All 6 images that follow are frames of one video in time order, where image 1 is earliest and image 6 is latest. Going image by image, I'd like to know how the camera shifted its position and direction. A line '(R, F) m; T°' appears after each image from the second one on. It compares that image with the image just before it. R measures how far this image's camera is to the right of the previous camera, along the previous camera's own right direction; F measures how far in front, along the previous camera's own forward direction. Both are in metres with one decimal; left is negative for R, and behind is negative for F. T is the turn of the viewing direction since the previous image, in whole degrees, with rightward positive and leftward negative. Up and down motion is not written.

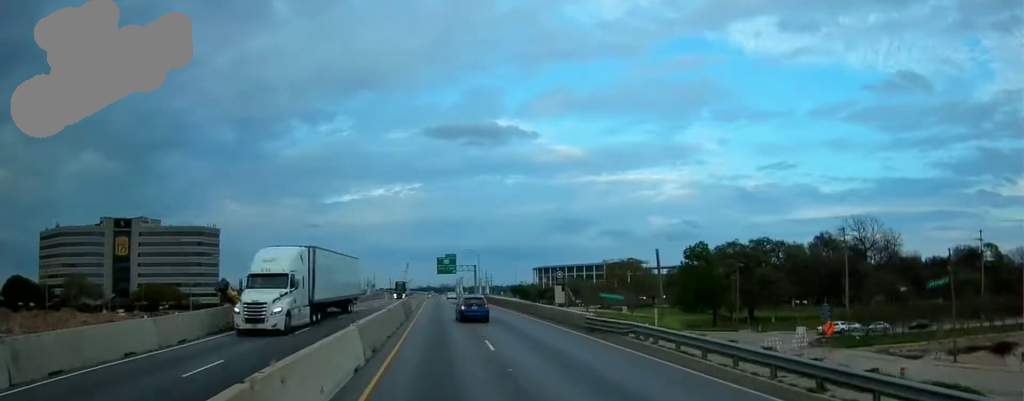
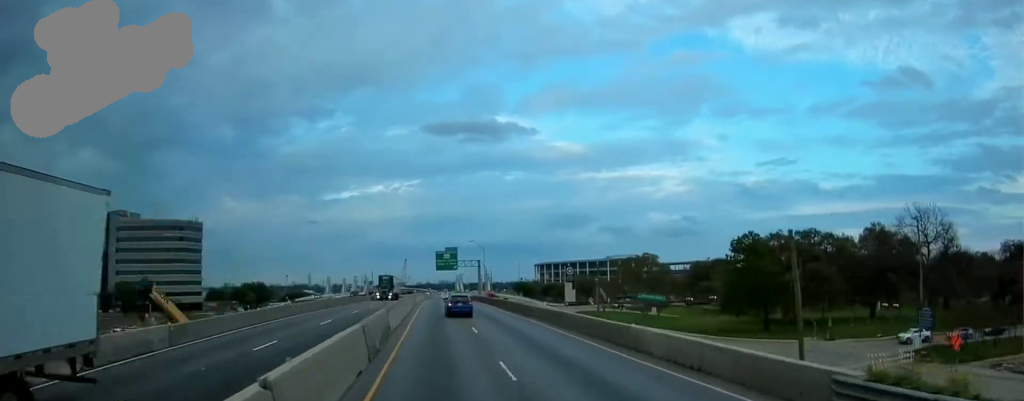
(0.0, +18.5) m; 0°
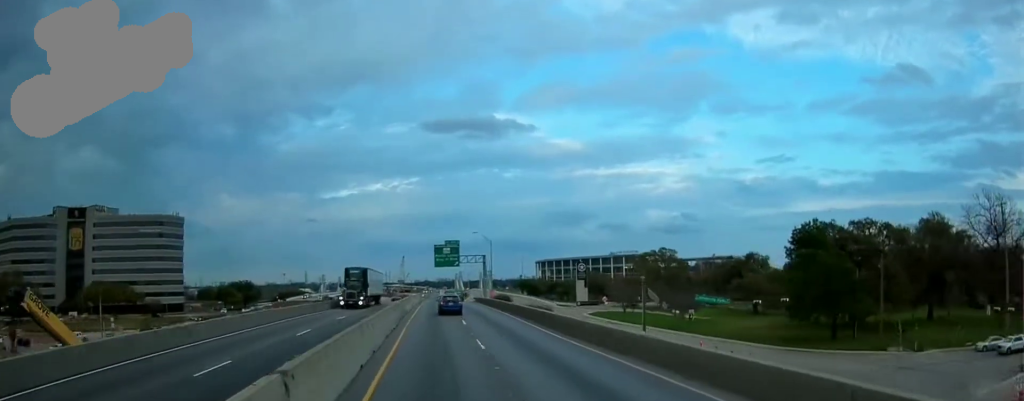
(0.0, +17.5) m; 0°
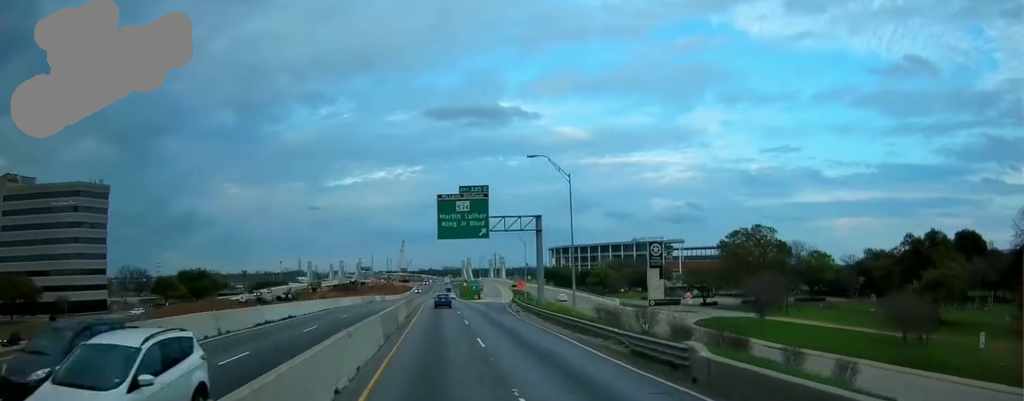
(+0.3, +58.7) m; +2°
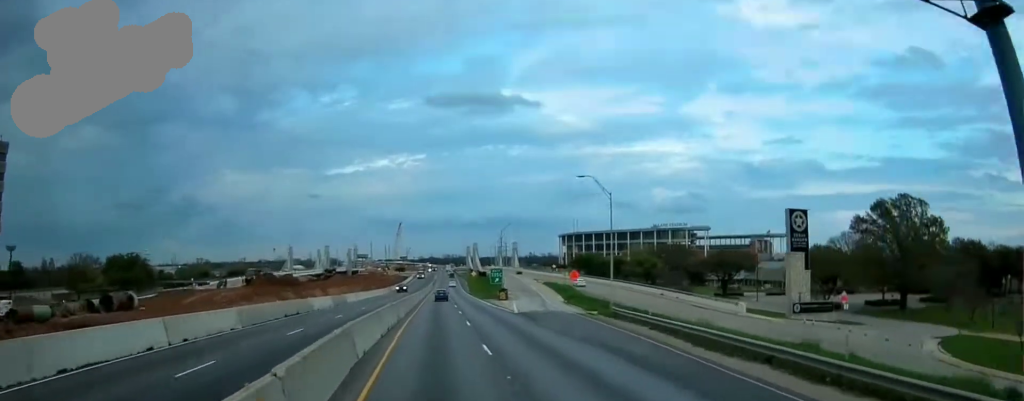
(+1.1, +50.3) m; +1°
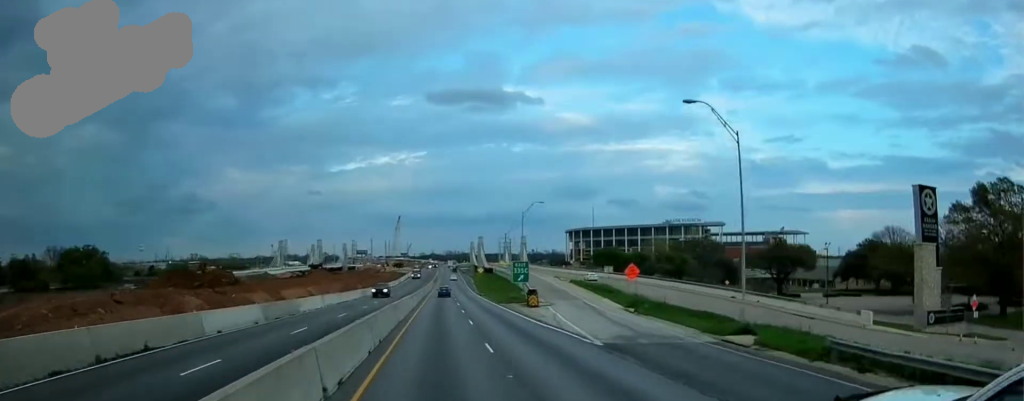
(-0.3, +23.6) m; -1°
